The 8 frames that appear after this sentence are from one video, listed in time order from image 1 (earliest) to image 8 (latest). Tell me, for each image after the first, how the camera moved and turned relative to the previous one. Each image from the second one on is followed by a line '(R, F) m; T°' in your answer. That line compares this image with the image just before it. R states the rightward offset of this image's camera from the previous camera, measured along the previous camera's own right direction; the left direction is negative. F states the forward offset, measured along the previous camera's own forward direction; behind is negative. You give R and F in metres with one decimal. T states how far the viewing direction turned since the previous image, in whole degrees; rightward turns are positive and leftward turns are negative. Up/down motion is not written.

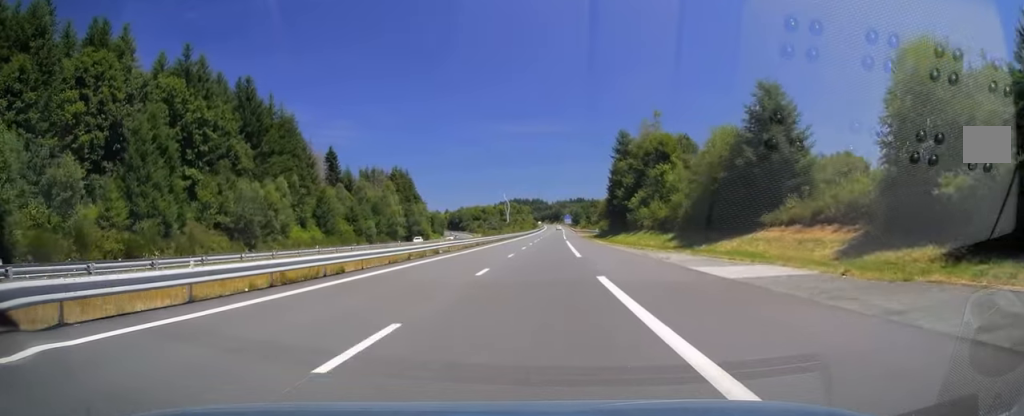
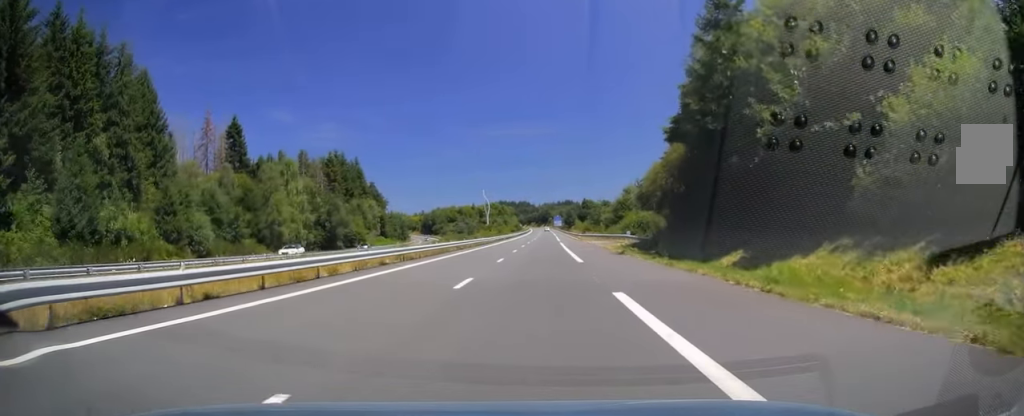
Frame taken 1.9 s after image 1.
(+0.7, +56.2) m; +1°
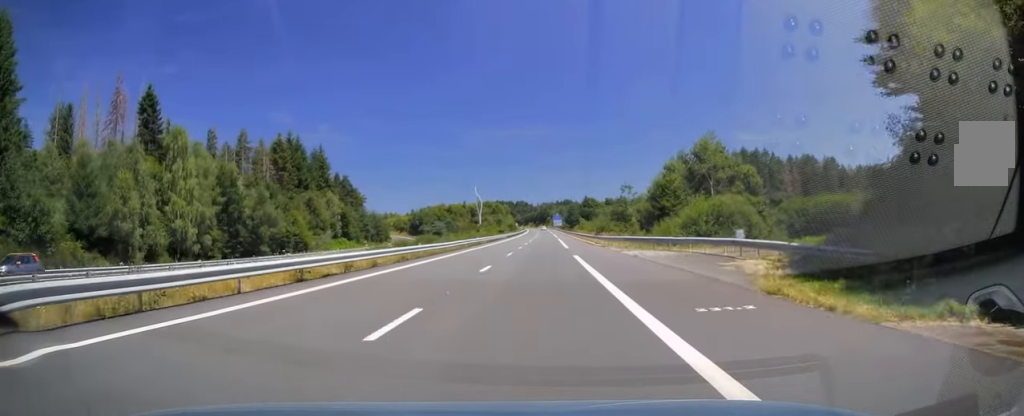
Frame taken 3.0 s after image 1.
(+0.1, +33.5) m; 0°
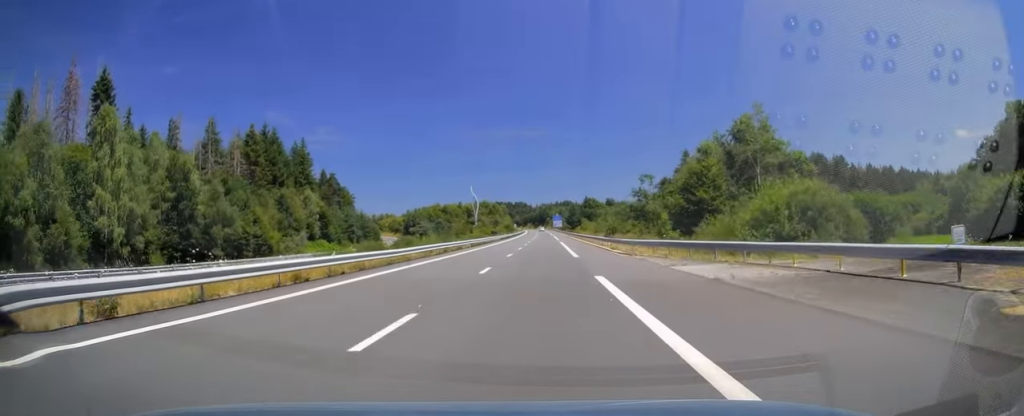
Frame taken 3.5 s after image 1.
(-0.1, +13.8) m; 0°
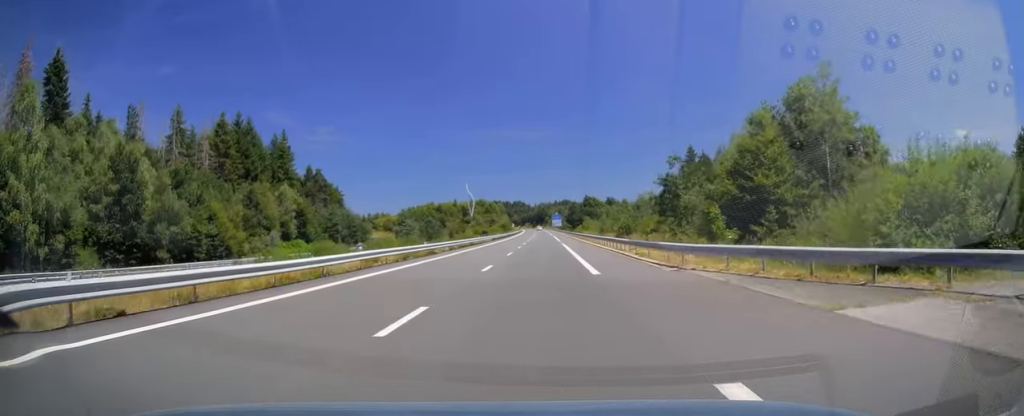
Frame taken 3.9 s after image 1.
(-0.1, +12.3) m; 0°
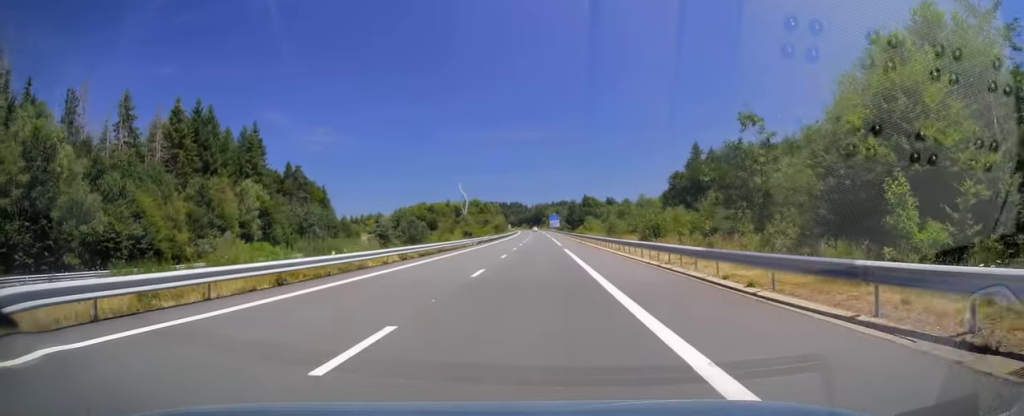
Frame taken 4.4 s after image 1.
(+0.2, +15.3) m; 0°
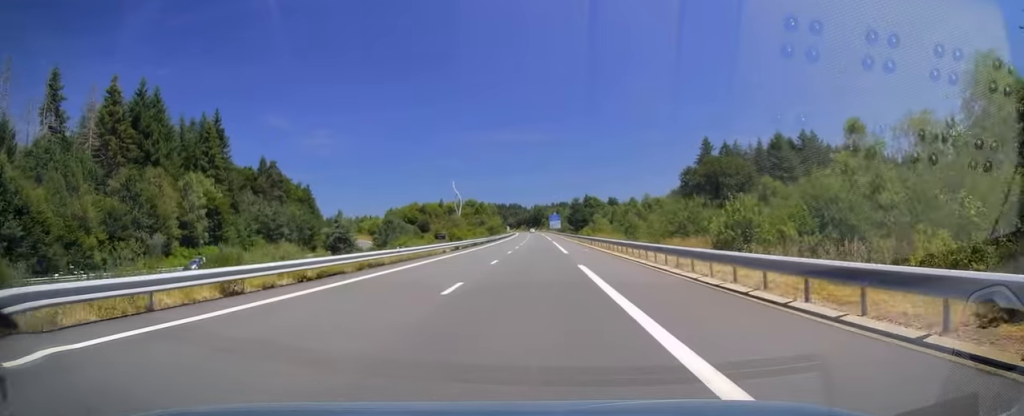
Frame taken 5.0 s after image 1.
(+0.1, +18.2) m; 0°
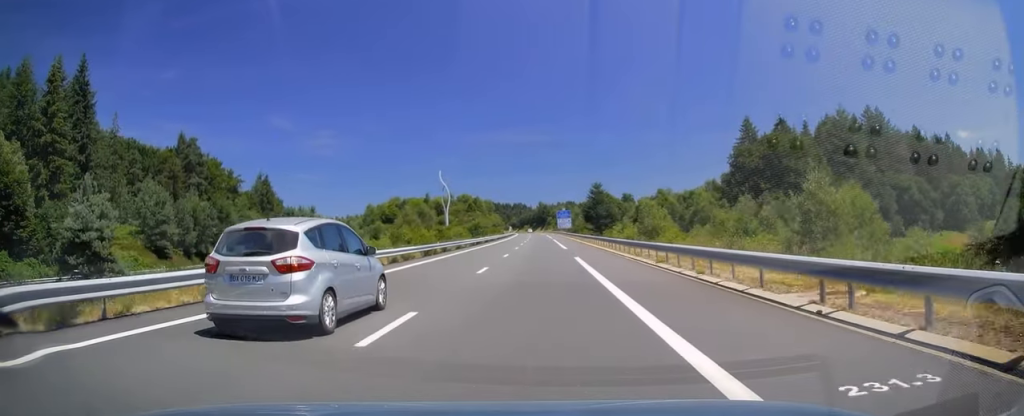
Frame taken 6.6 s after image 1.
(-0.4, +45.6) m; -1°
